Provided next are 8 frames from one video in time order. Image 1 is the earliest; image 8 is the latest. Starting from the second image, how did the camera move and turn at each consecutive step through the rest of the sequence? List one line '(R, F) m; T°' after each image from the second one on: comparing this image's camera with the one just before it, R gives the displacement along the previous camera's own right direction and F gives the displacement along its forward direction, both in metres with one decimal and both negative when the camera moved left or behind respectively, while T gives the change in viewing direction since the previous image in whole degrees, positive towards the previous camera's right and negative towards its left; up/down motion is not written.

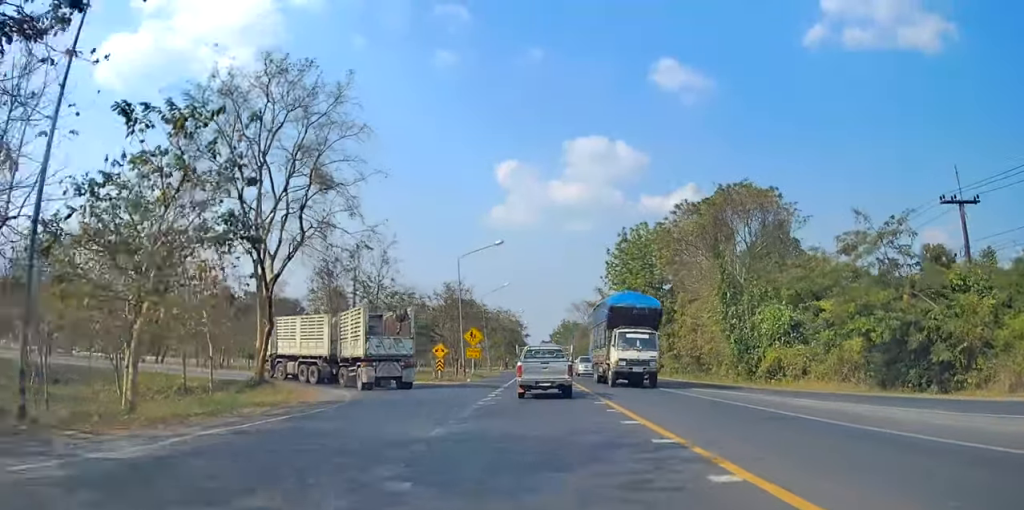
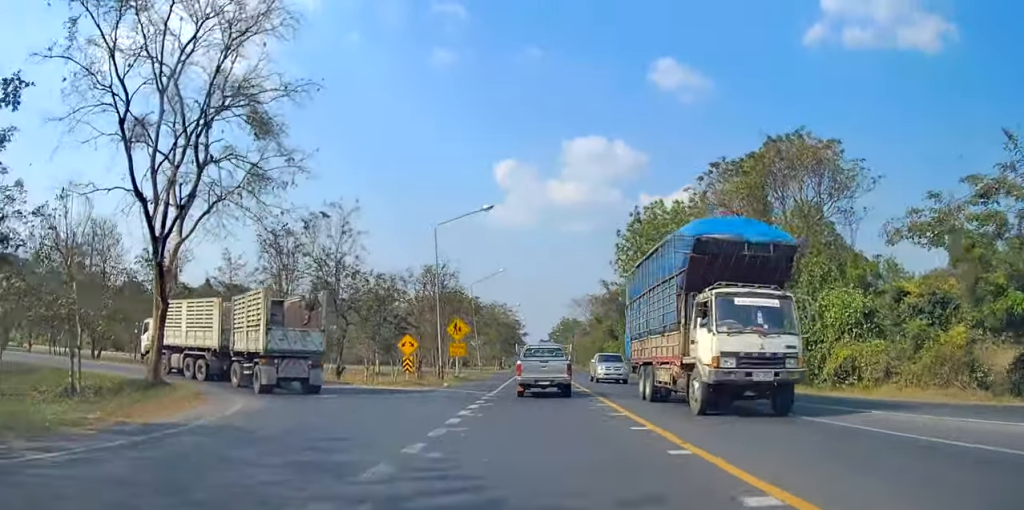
(-0.4, +9.3) m; -1°
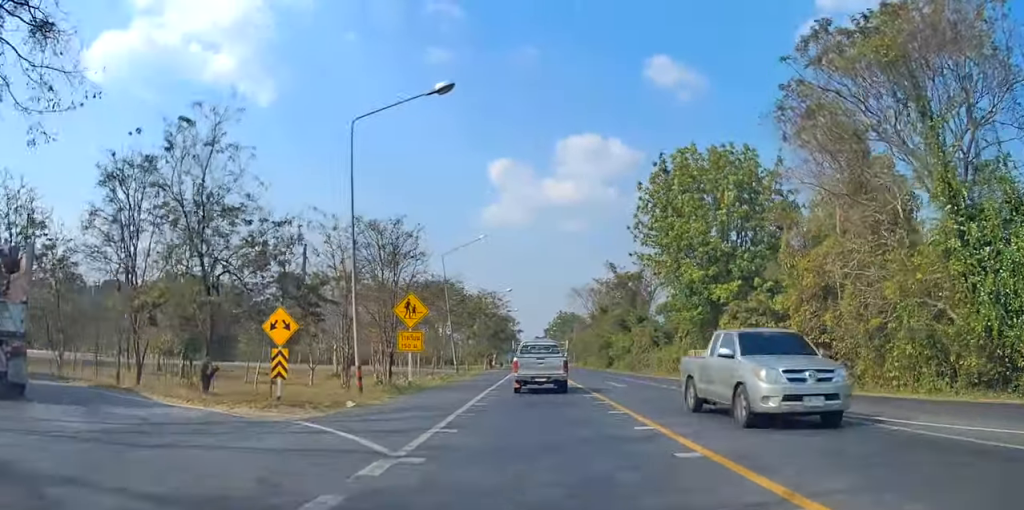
(-0.4, +15.4) m; -1°
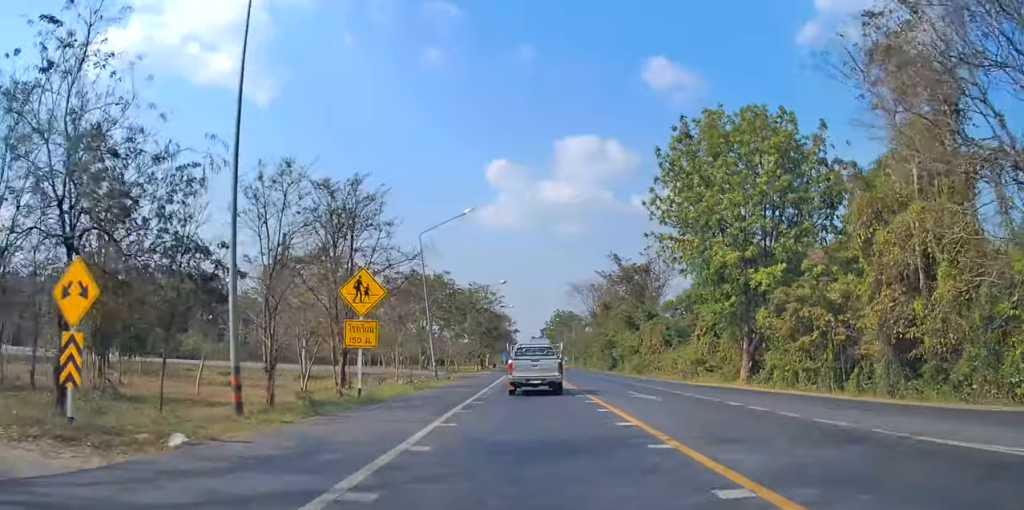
(0.0, +7.8) m; 0°
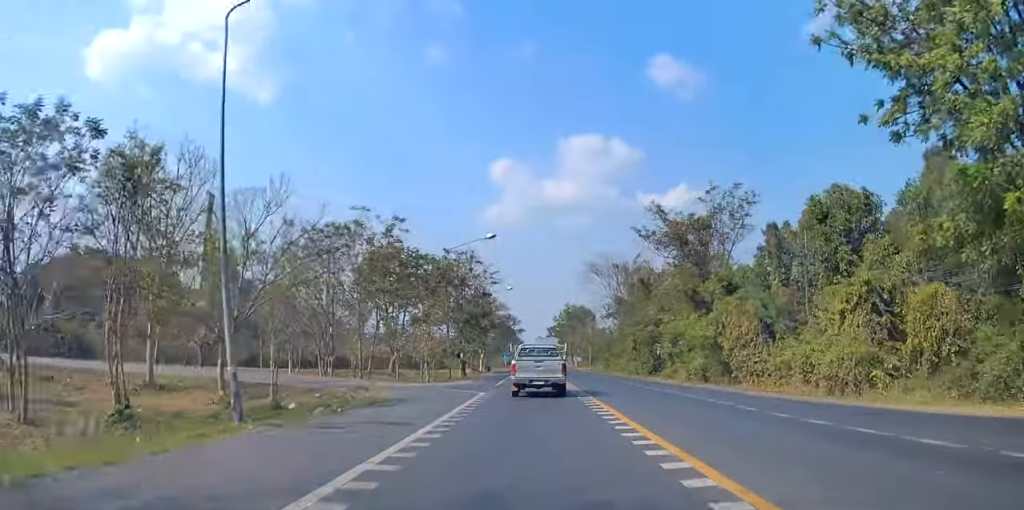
(+0.8, +25.0) m; +4°
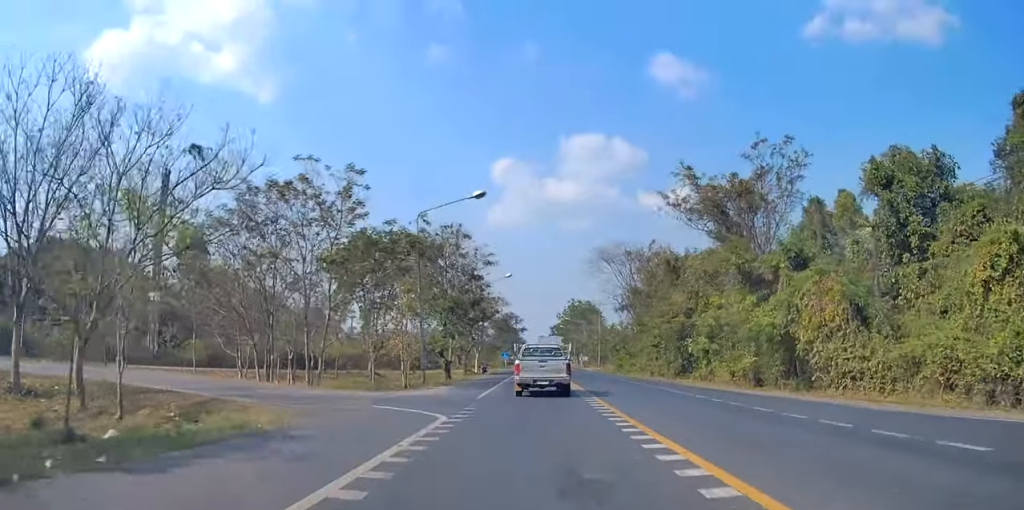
(+0.5, +10.6) m; 0°
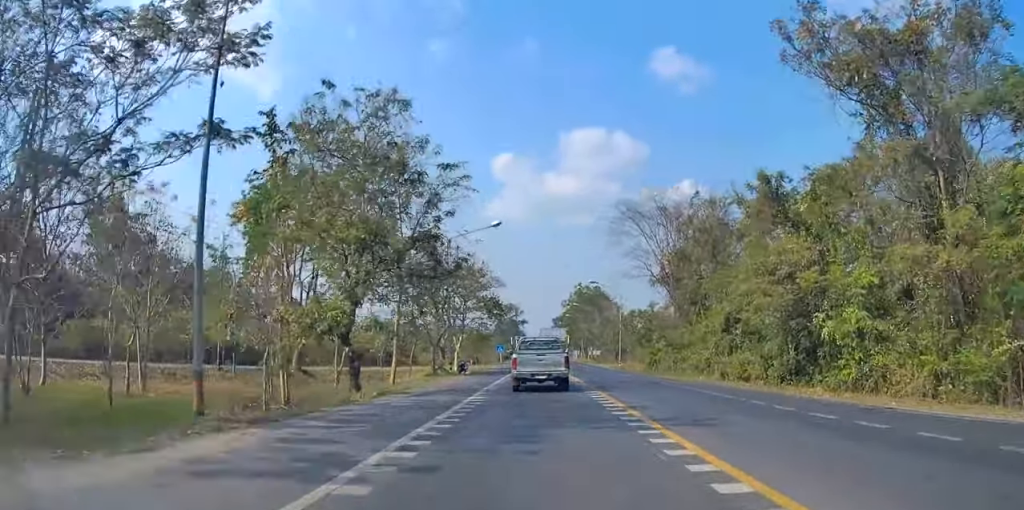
(-0.8, +20.3) m; -1°
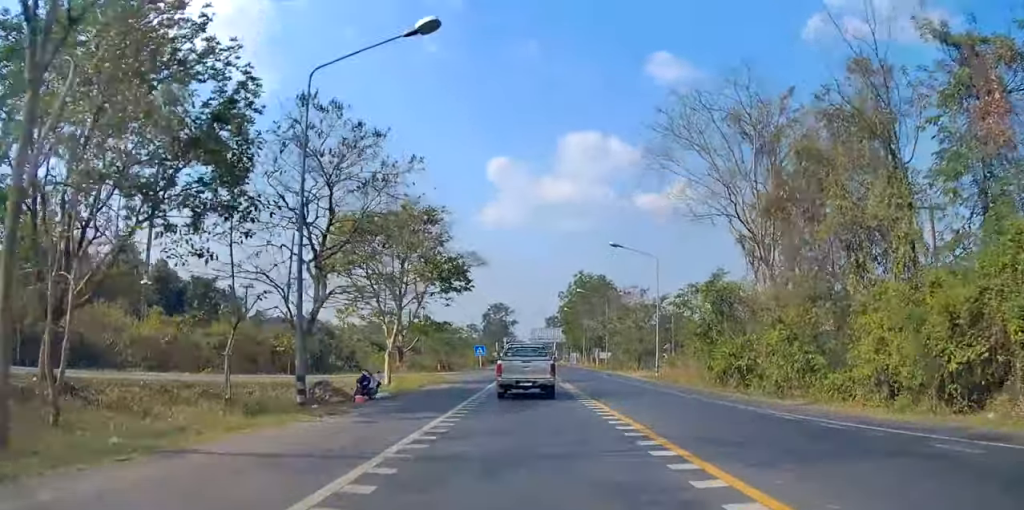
(+0.4, +24.6) m; 0°
